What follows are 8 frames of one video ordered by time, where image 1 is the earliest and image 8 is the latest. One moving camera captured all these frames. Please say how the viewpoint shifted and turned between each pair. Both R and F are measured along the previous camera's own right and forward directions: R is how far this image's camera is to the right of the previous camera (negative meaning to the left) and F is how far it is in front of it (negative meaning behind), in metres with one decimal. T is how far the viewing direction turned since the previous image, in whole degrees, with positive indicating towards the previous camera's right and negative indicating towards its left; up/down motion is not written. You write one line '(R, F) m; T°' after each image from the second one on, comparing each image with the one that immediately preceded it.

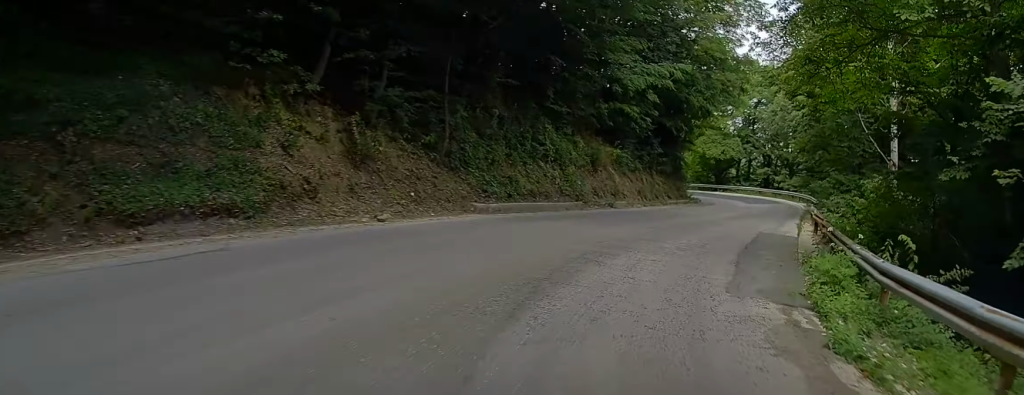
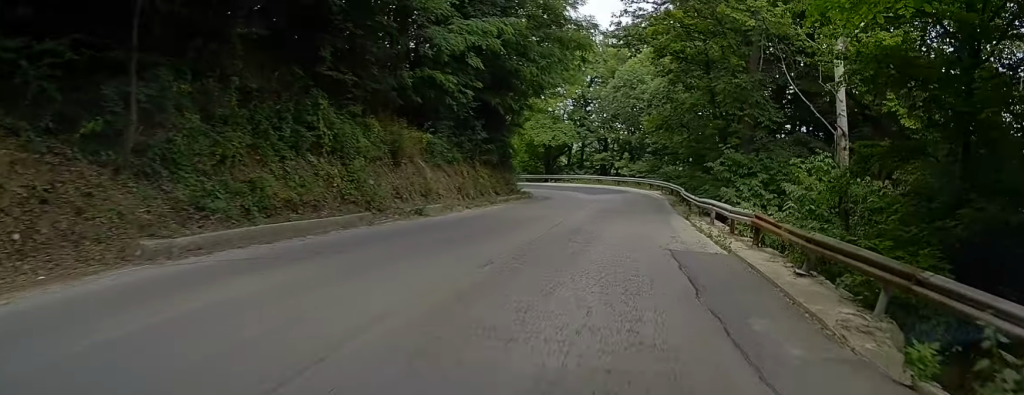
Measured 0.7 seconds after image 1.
(+1.3, +8.5) m; +20°
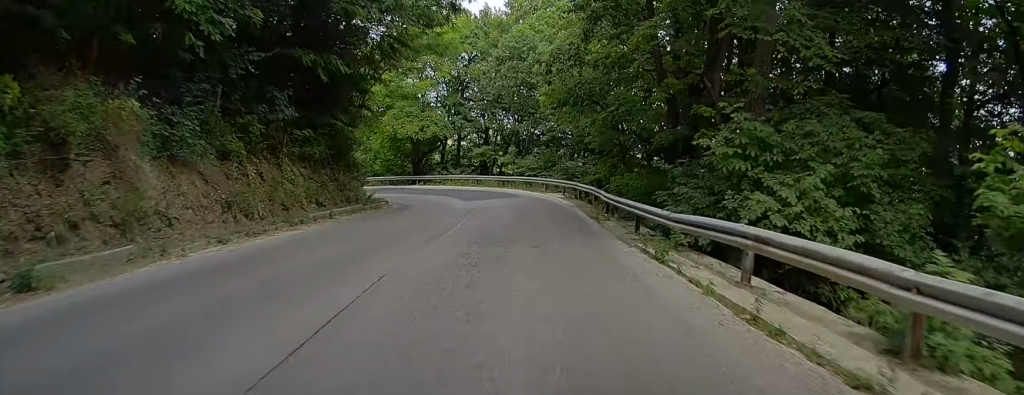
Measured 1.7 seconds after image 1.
(+3.3, +13.5) m; +11°
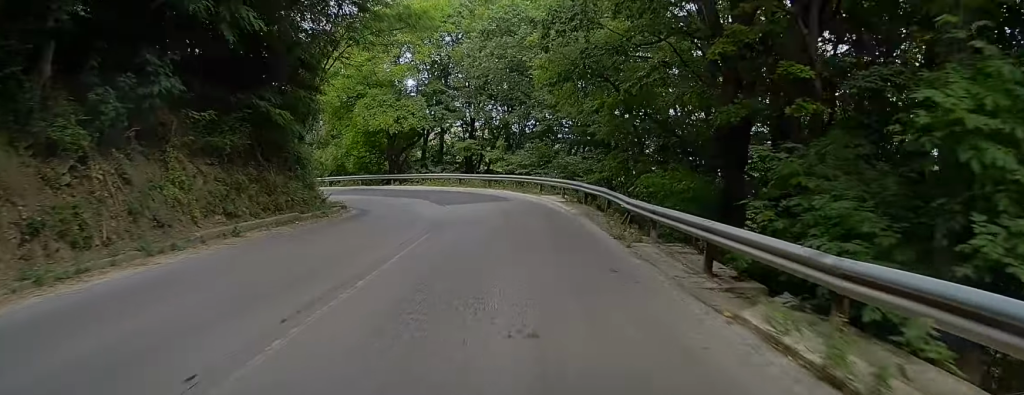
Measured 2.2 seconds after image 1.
(-0.1, +7.8) m; -3°
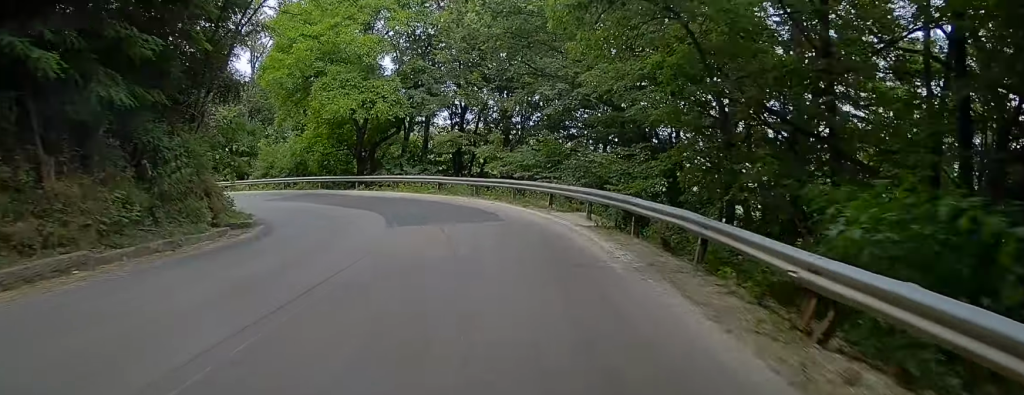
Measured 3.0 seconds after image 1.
(-0.5, +11.5) m; -7°
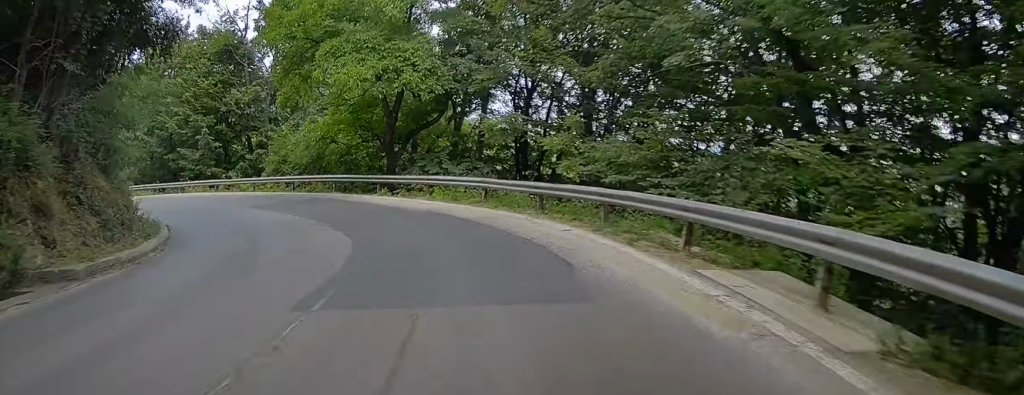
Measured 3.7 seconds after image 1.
(-0.6, +10.8) m; -11°
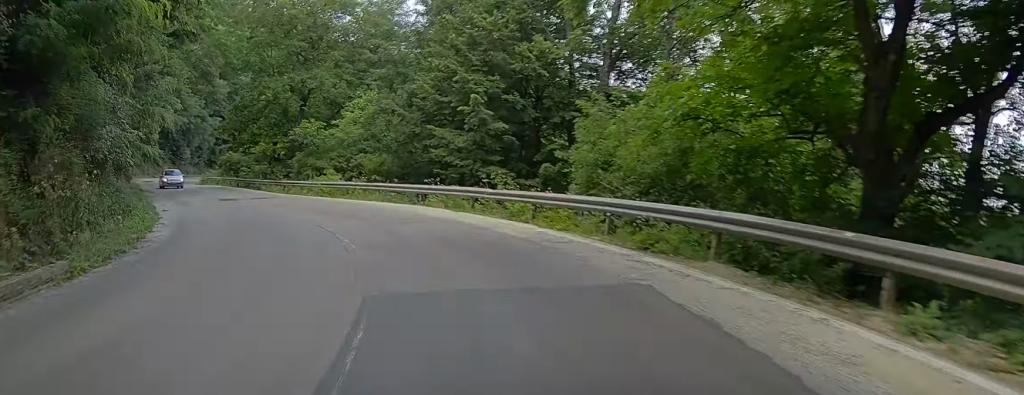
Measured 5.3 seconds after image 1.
(-4.9, +19.4) m; -29°
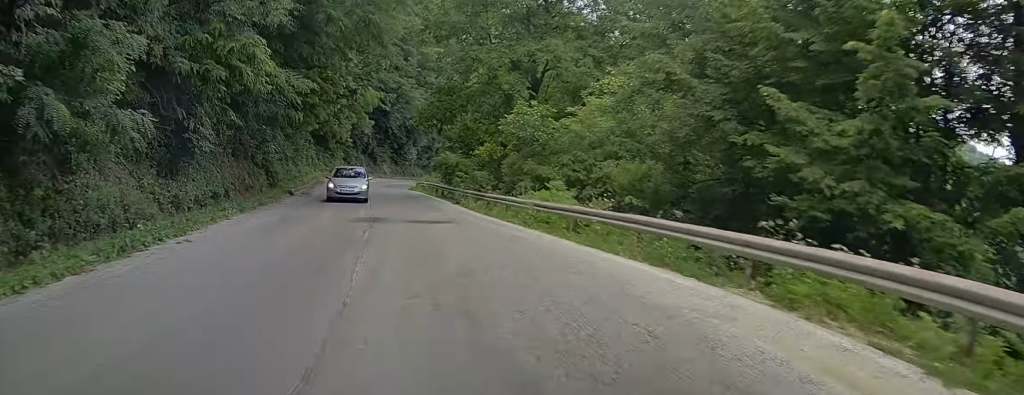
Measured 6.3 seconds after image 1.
(-2.6, +15.0) m; -14°
